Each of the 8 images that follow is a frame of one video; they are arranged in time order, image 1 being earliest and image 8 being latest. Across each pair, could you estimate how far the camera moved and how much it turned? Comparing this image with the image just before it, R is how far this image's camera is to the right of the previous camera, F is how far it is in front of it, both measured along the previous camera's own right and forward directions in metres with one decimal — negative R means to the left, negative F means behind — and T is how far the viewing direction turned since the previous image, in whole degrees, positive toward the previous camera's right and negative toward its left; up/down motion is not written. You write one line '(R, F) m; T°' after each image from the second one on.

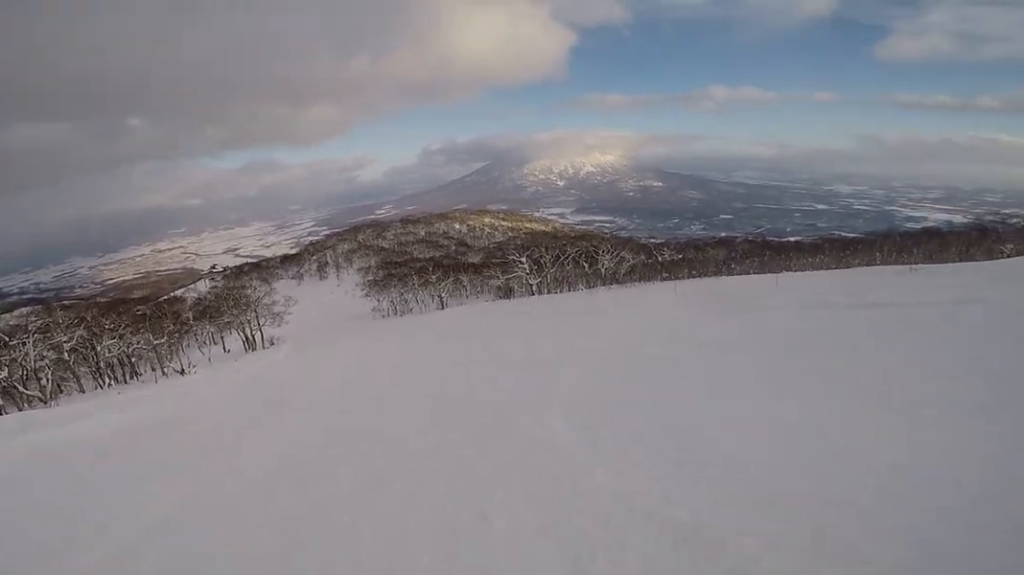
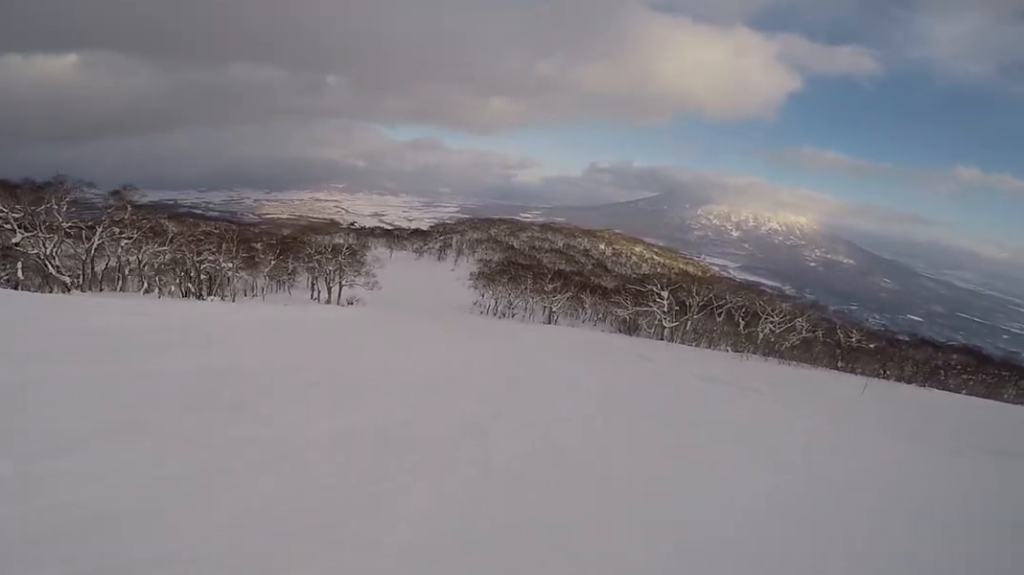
(-1.3, +10.4) m; -31°
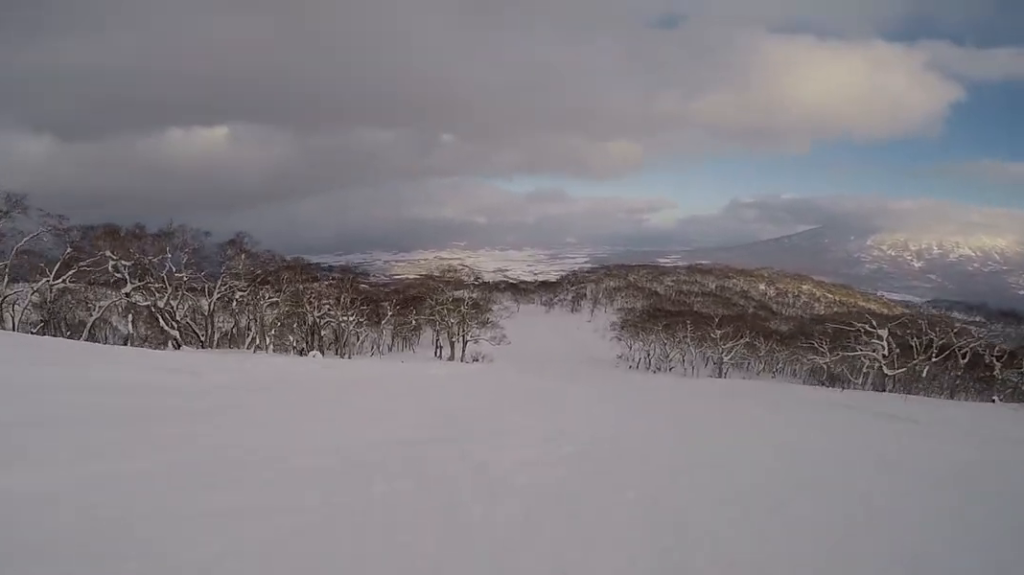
(-1.4, +7.2) m; -10°
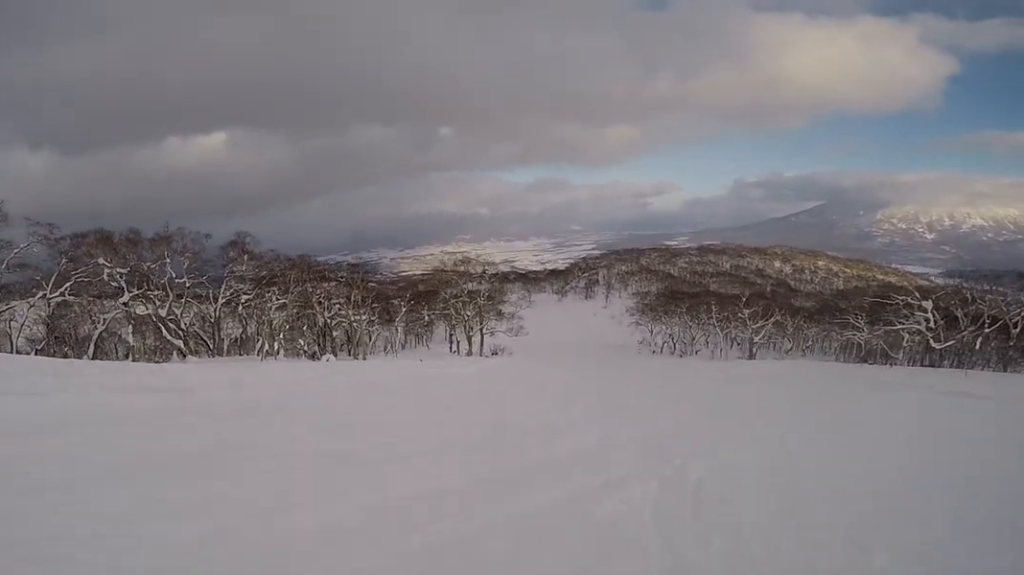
(0.0, +2.9) m; +7°
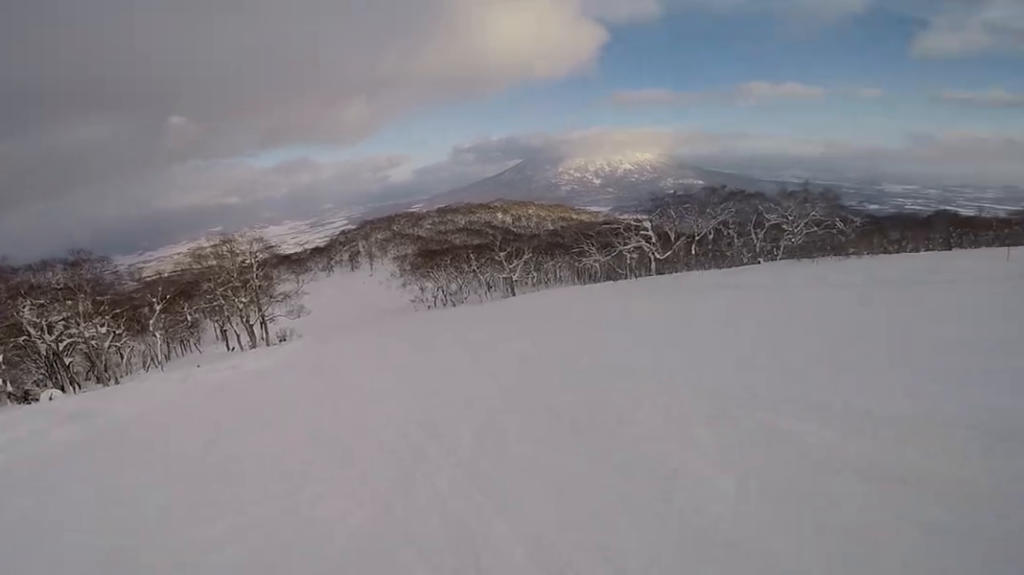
(+0.7, +6.2) m; +22°
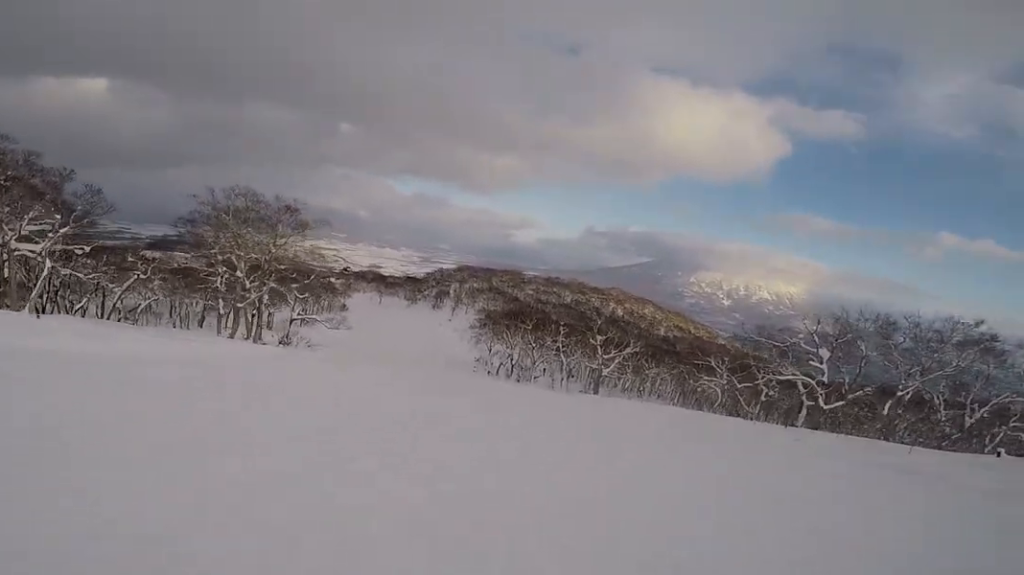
(+1.6, +16.7) m; -4°
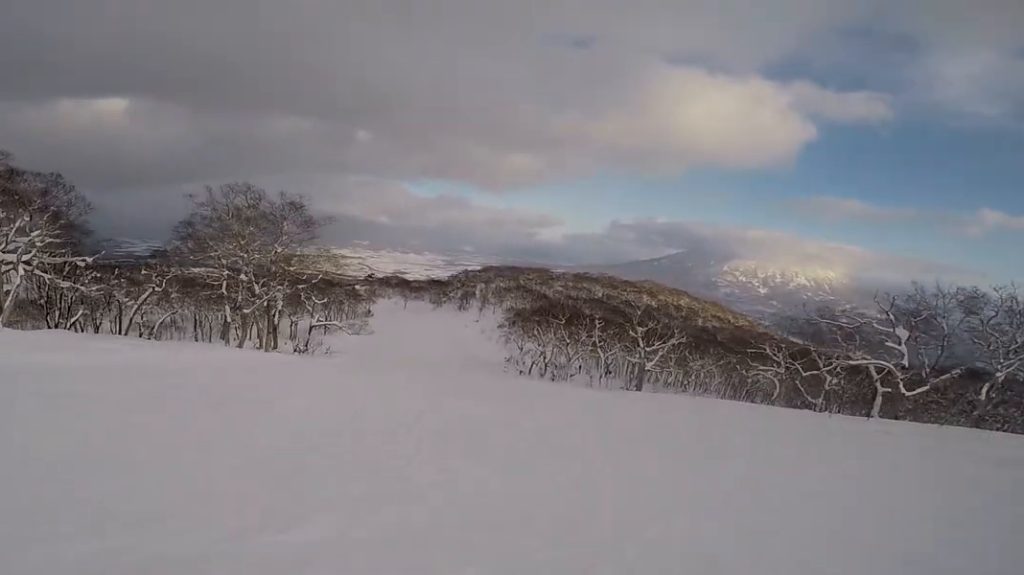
(+0.1, +3.9) m; -3°
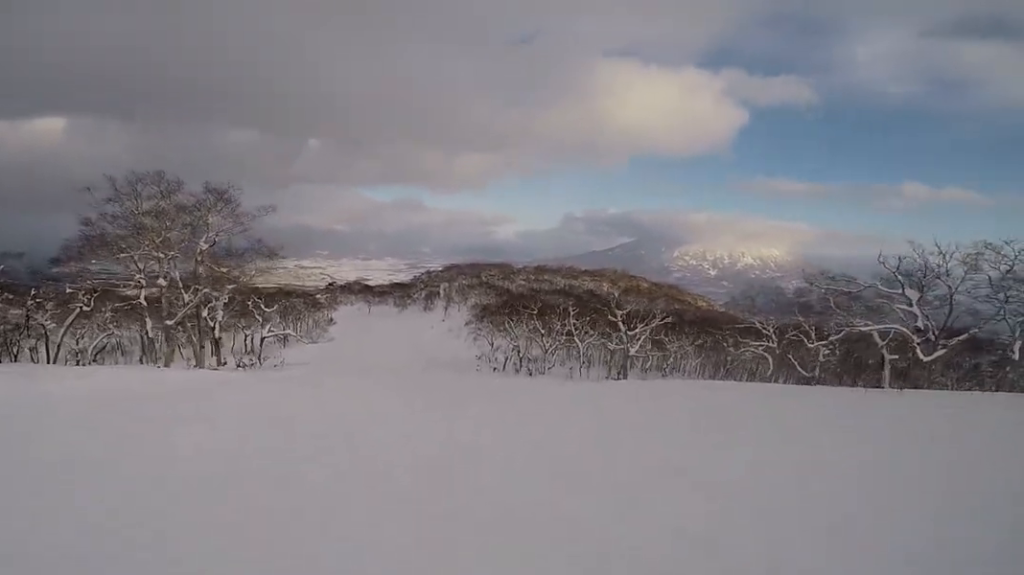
(-0.2, +5.8) m; -4°
